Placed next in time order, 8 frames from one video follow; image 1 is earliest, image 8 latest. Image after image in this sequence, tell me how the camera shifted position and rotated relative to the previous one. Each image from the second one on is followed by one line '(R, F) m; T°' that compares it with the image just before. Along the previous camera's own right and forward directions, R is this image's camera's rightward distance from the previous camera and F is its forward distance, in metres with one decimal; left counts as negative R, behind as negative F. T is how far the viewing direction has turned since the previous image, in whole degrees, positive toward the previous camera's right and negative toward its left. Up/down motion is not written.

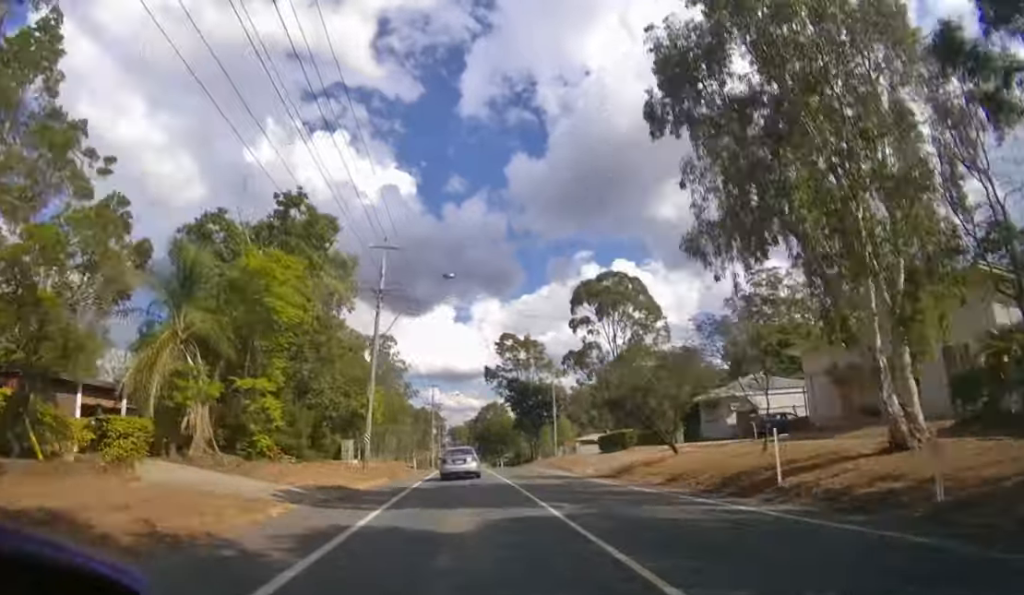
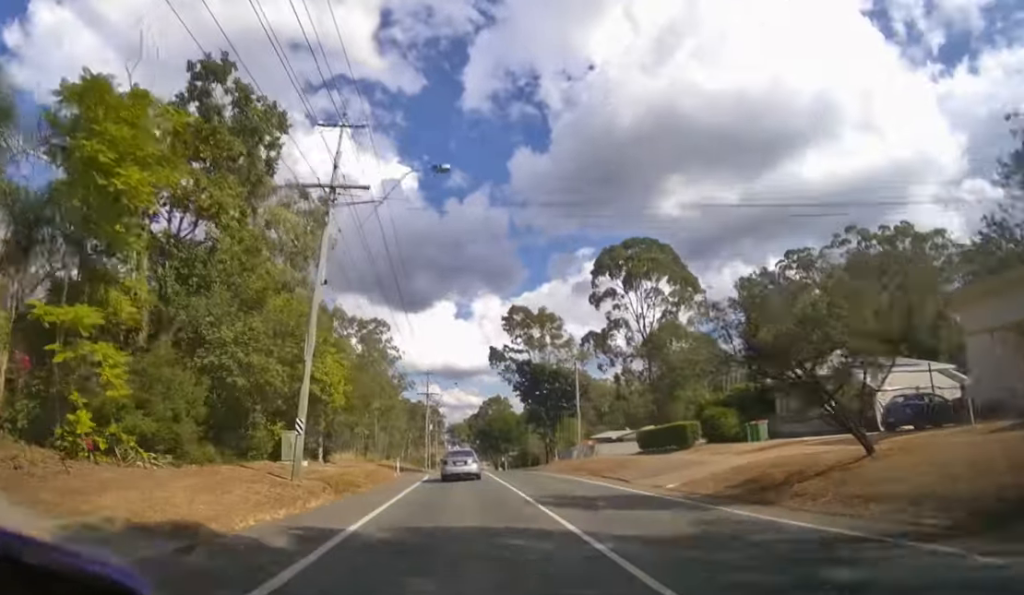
(0.0, +11.2) m; 0°
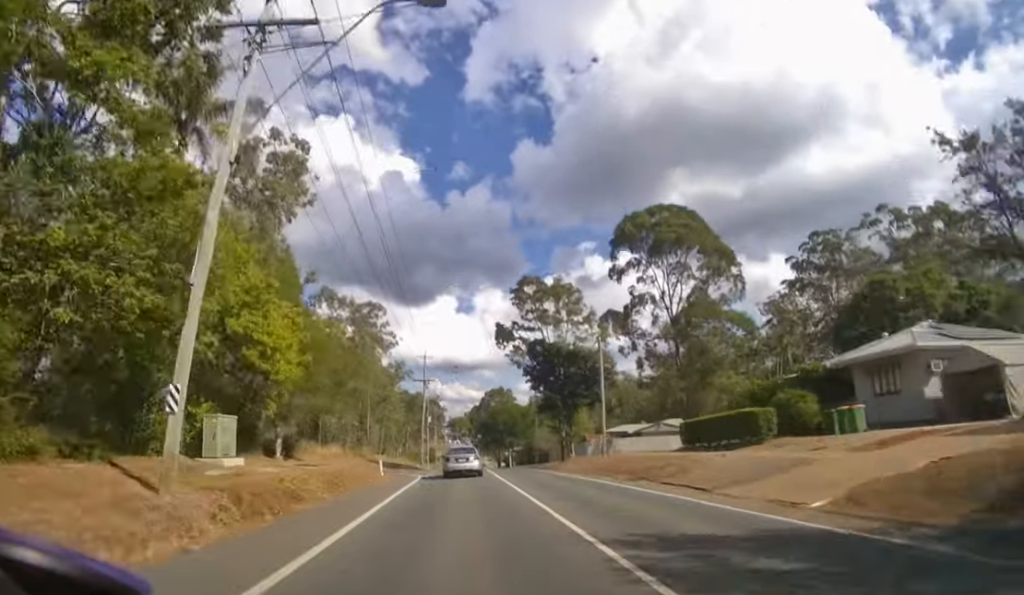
(0.0, +7.1) m; 0°
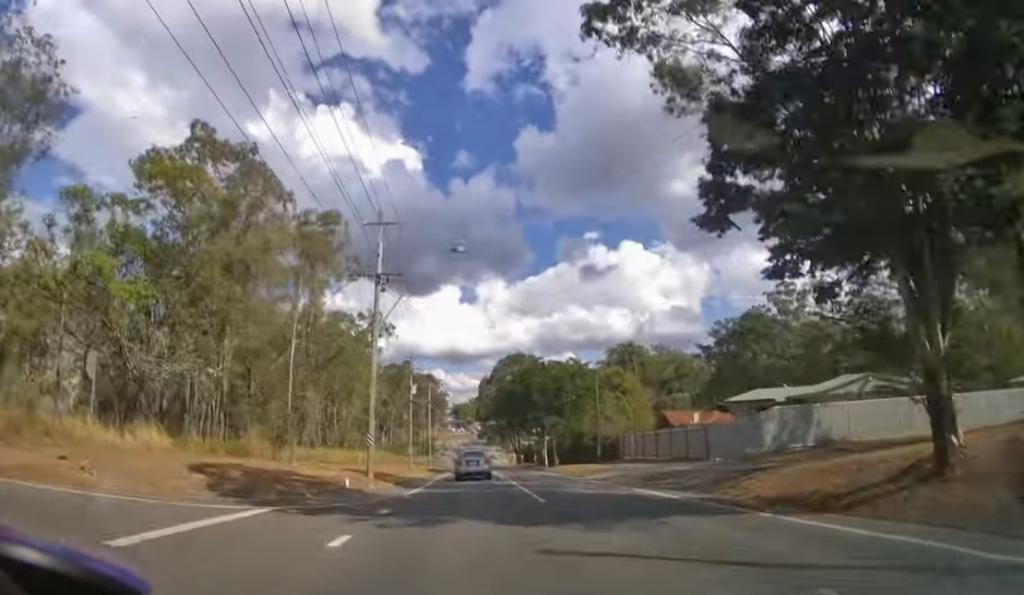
(-0.1, +32.6) m; -1°
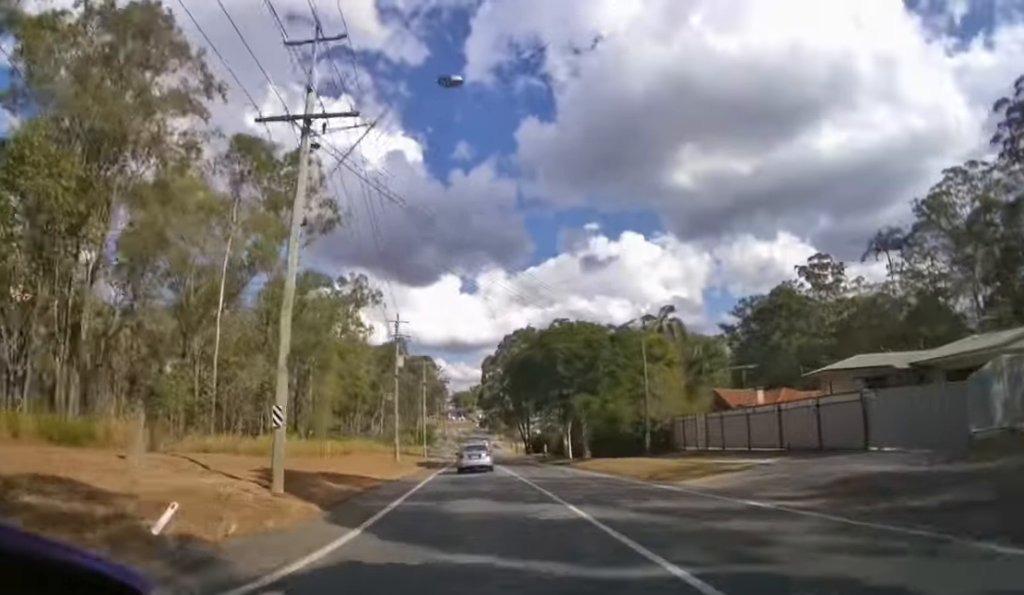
(0.0, +11.2) m; 0°
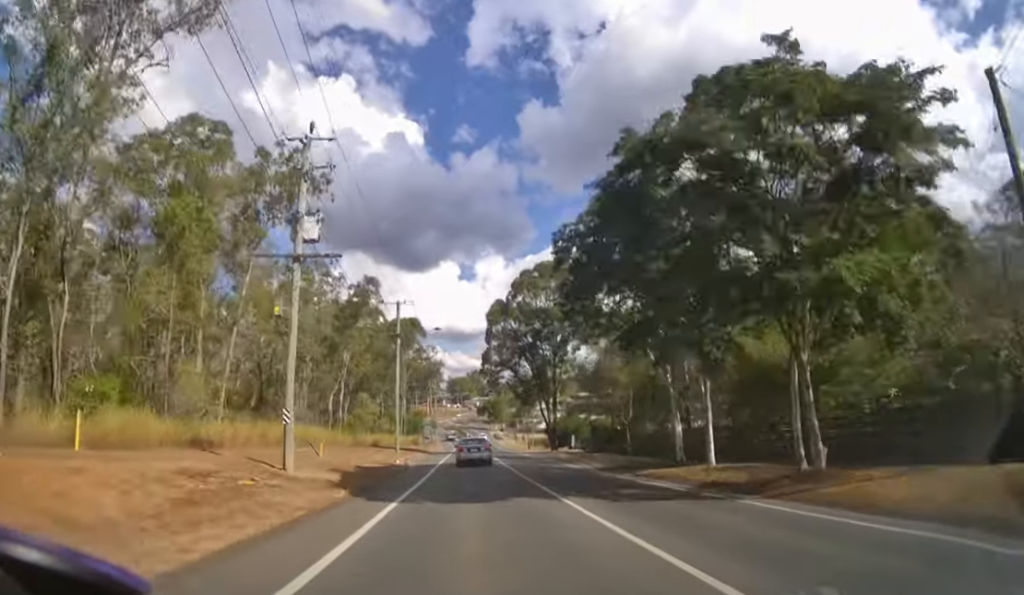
(0.0, +22.3) m; +1°
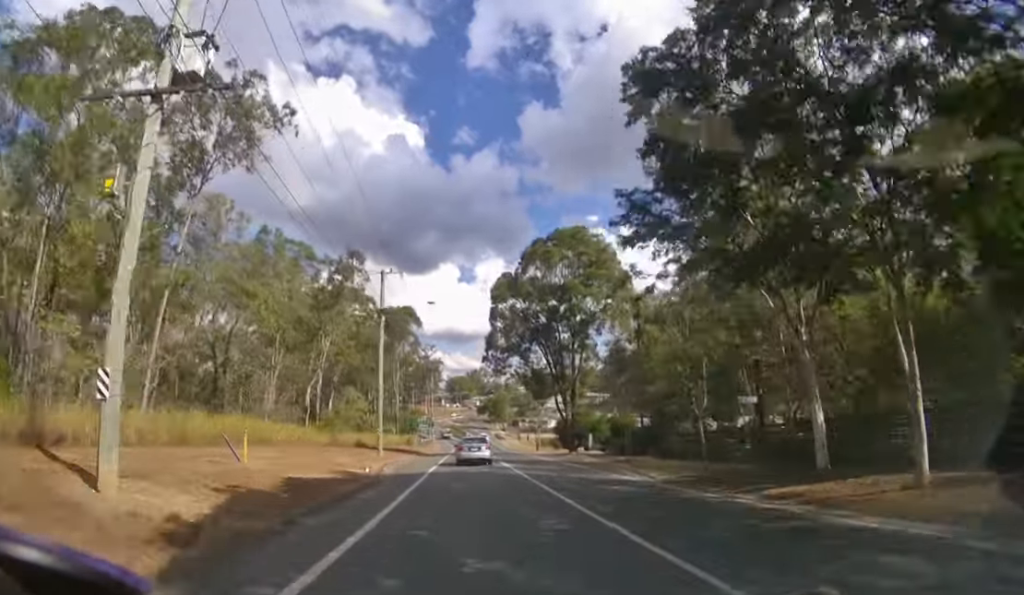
(0.0, +7.2) m; 0°
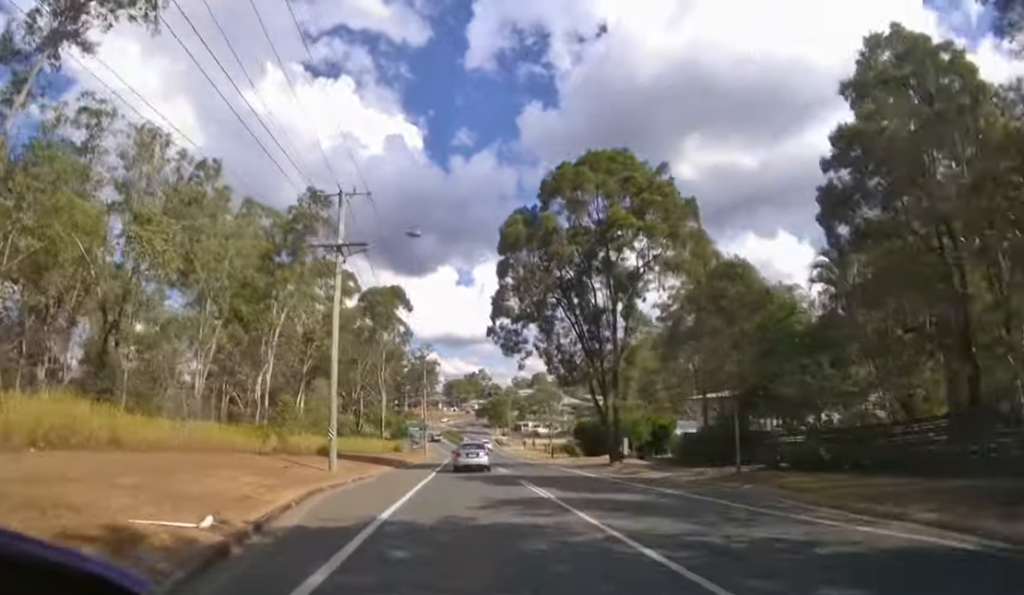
(0.0, +10.0) m; 0°
